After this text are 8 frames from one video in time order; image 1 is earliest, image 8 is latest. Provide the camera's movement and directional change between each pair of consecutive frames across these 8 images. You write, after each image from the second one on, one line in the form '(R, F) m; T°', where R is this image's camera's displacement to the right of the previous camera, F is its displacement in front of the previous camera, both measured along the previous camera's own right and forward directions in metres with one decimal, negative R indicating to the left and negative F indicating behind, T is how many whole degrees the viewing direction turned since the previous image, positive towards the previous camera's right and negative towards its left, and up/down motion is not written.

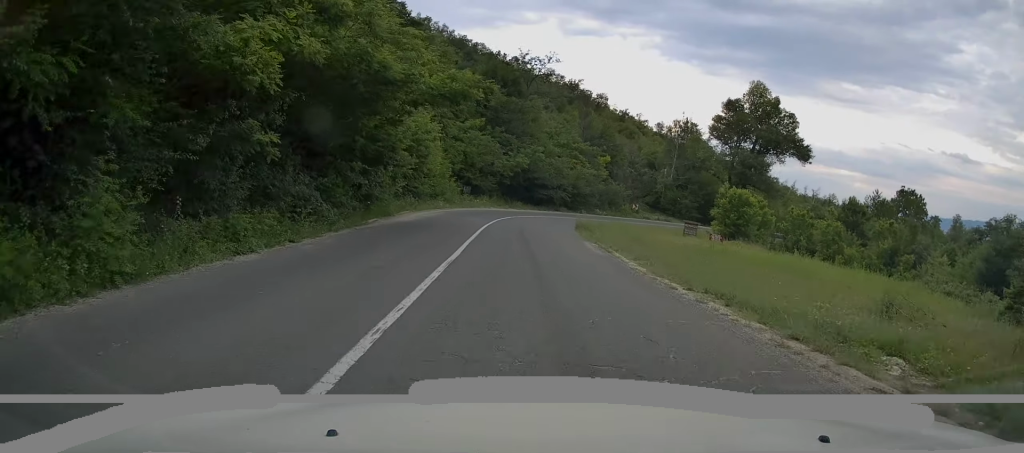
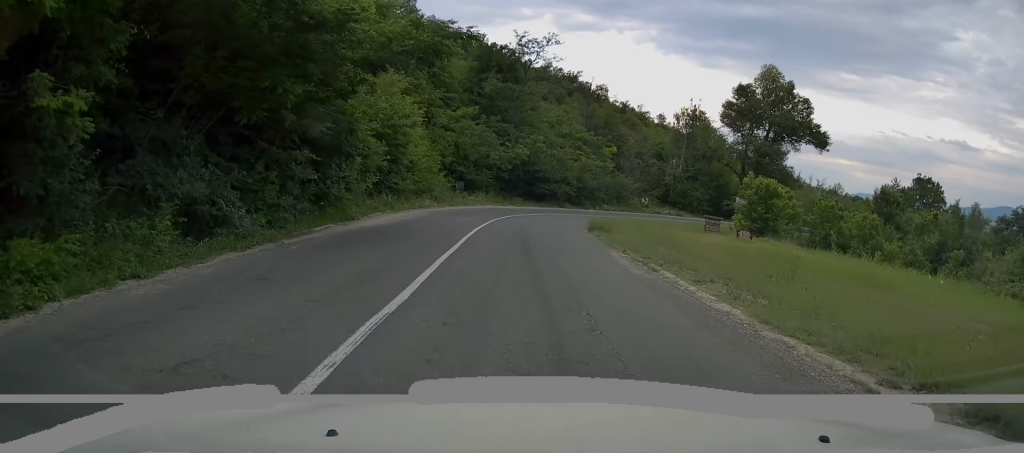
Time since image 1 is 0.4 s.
(-0.1, +5.6) m; 0°
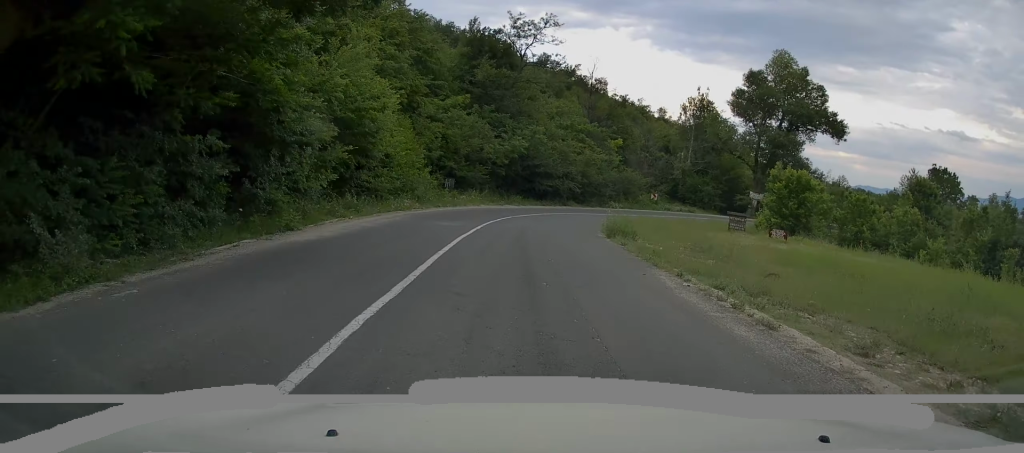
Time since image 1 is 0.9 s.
(0.0, +5.3) m; 0°
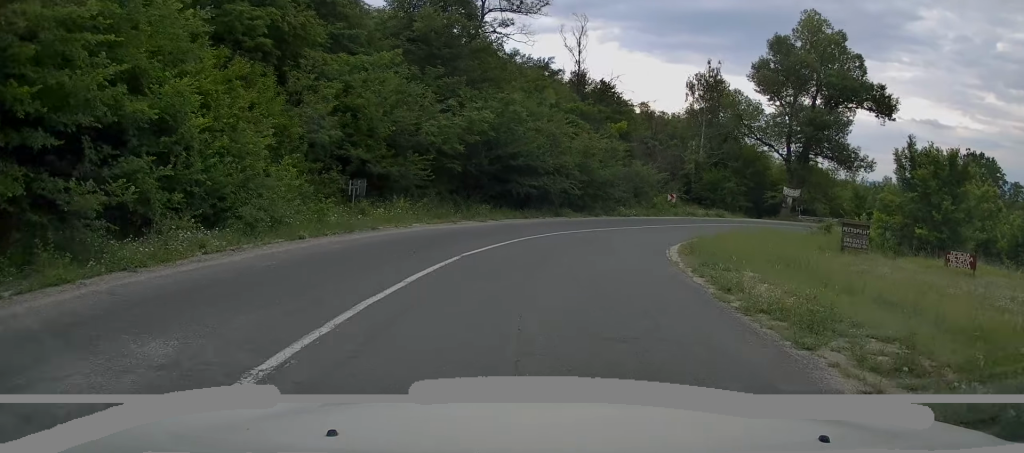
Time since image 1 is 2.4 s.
(+0.1, +16.9) m; +4°
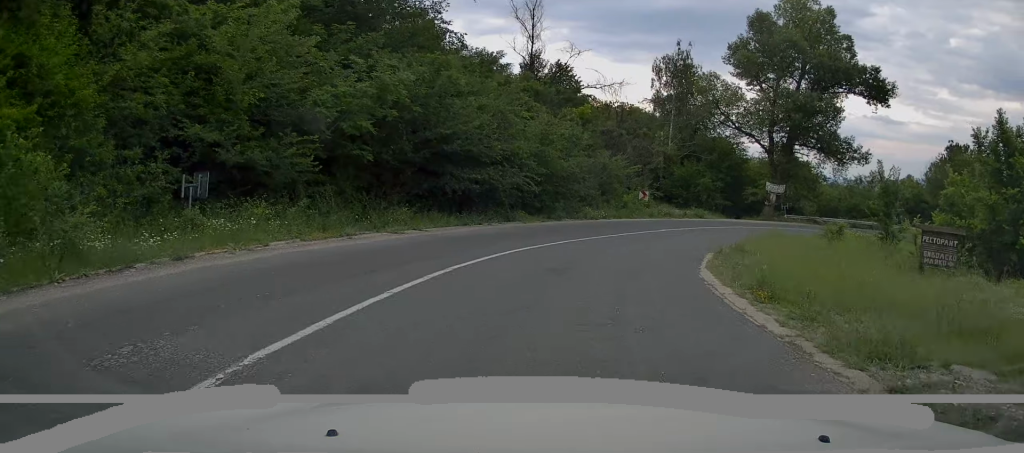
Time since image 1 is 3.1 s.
(+0.4, +7.9) m; +6°
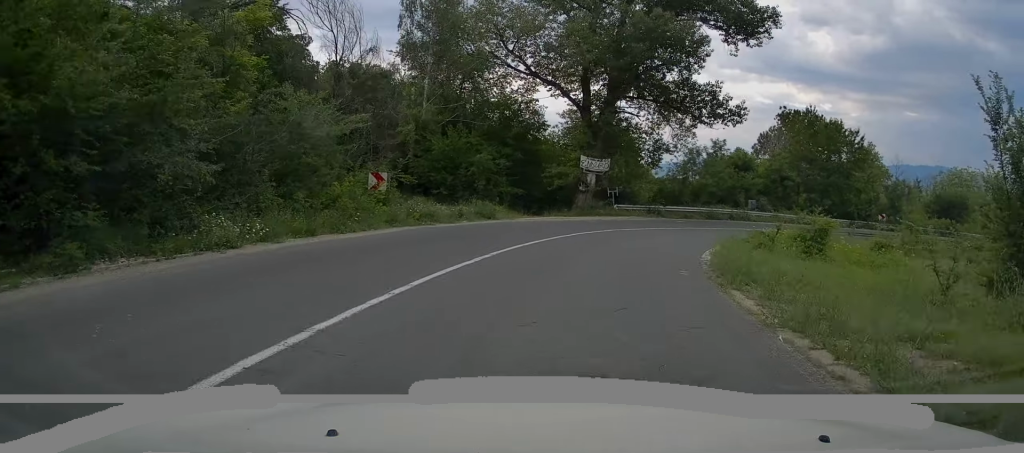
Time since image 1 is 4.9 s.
(+3.1, +19.5) m; +20°
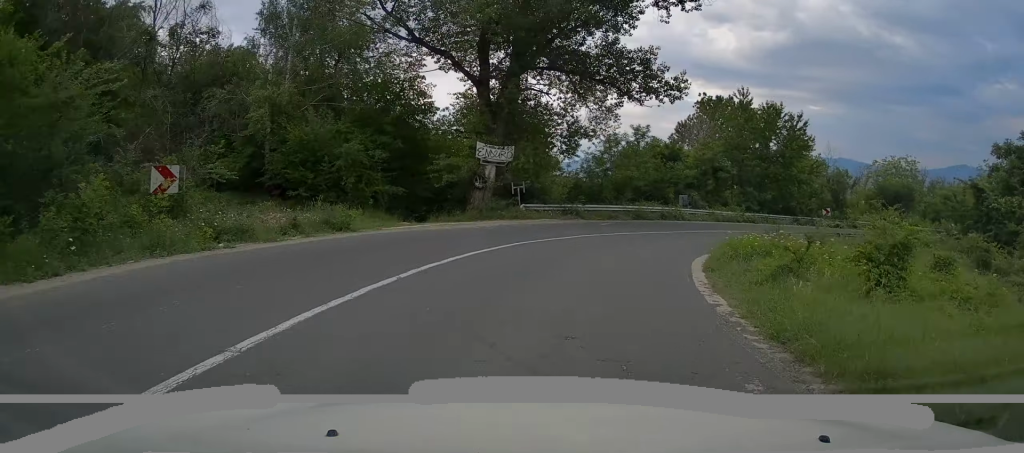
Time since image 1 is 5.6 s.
(+0.4, +7.3) m; +8°
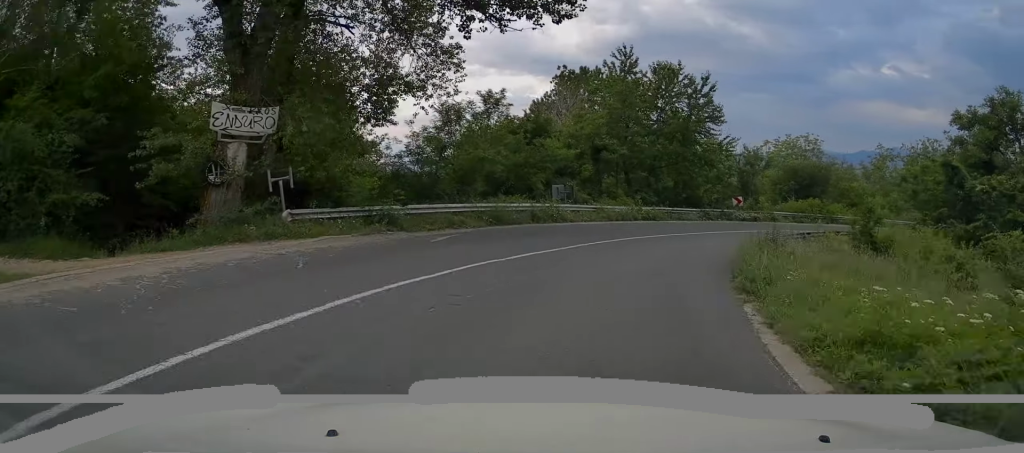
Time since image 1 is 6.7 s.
(+1.4, +11.6) m; +15°
